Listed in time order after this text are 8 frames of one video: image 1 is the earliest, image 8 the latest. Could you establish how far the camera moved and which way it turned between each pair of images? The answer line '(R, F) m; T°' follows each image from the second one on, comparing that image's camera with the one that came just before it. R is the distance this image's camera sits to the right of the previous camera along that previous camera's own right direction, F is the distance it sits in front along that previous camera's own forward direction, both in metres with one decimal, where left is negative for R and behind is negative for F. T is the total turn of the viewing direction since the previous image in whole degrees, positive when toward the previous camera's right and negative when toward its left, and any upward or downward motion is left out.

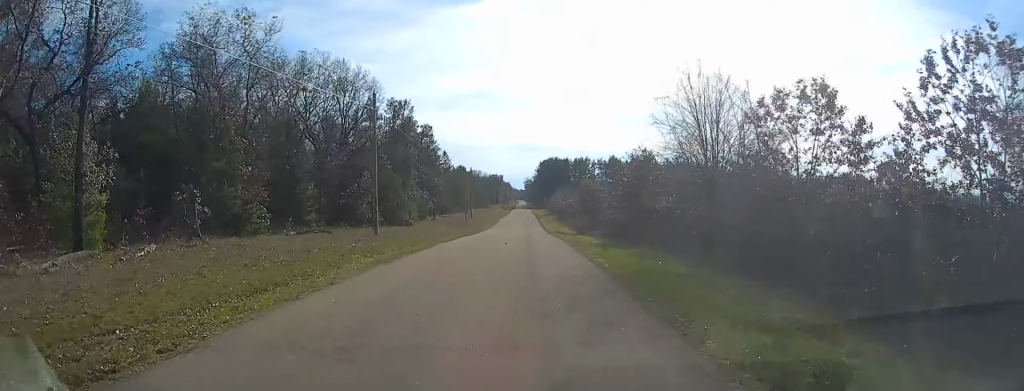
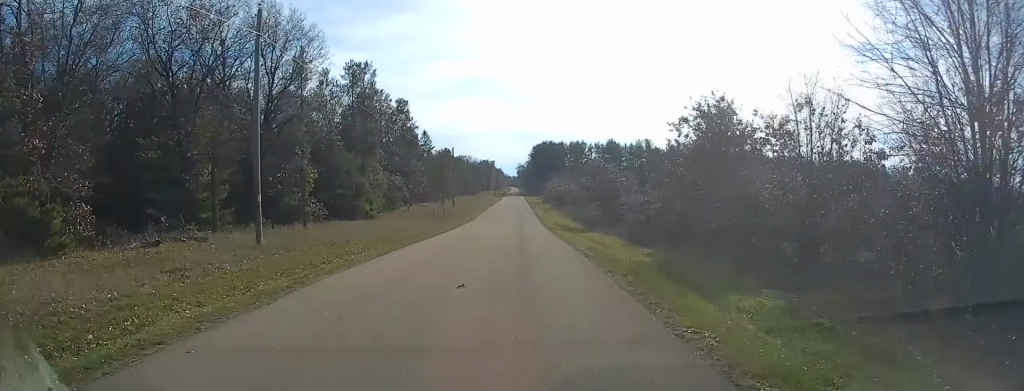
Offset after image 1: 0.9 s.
(0.0, +17.7) m; 0°
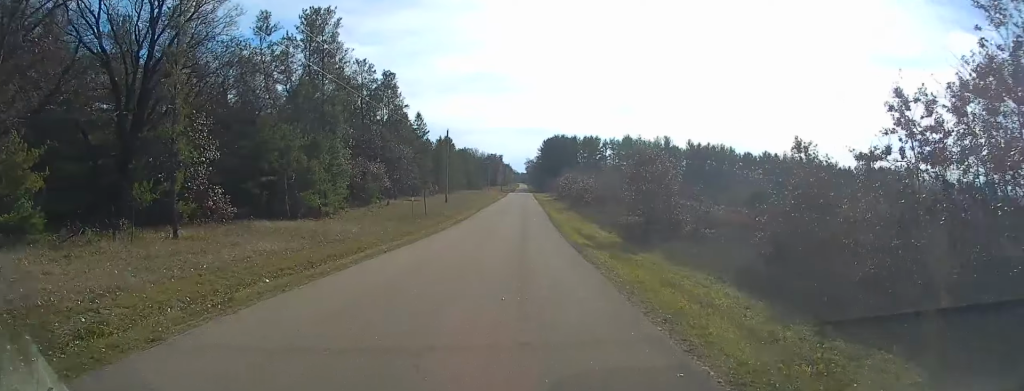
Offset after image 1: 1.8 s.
(+0.1, +18.3) m; 0°
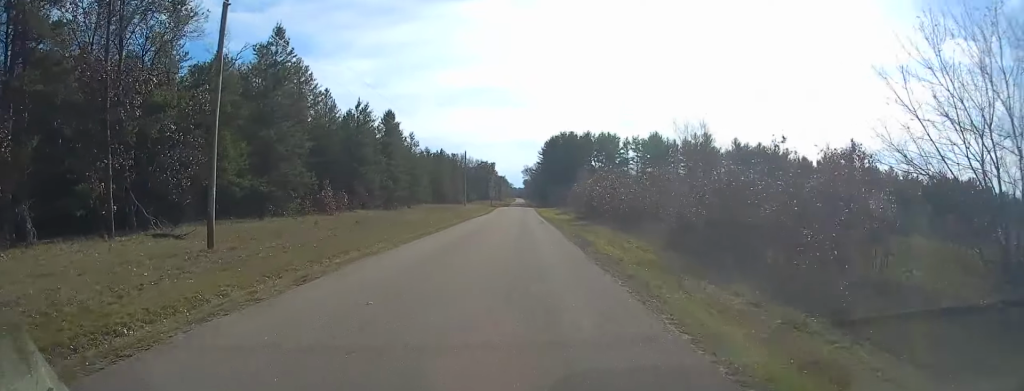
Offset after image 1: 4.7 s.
(-1.6, +59.3) m; -1°
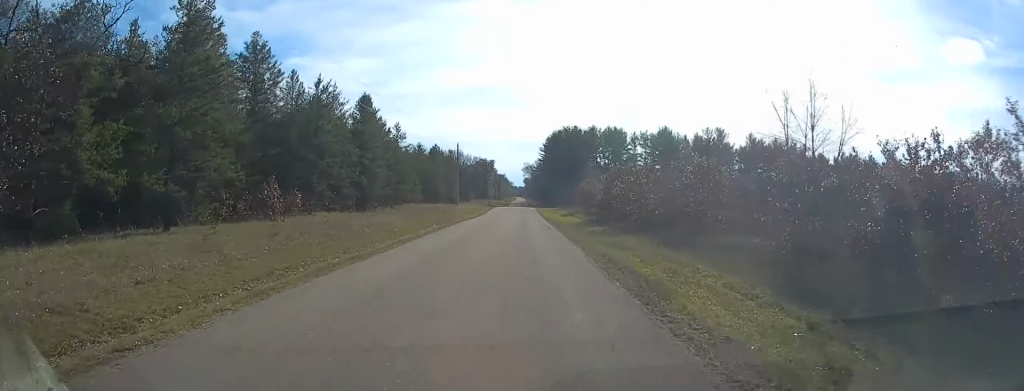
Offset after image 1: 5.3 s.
(+0.1, +12.6) m; +1°
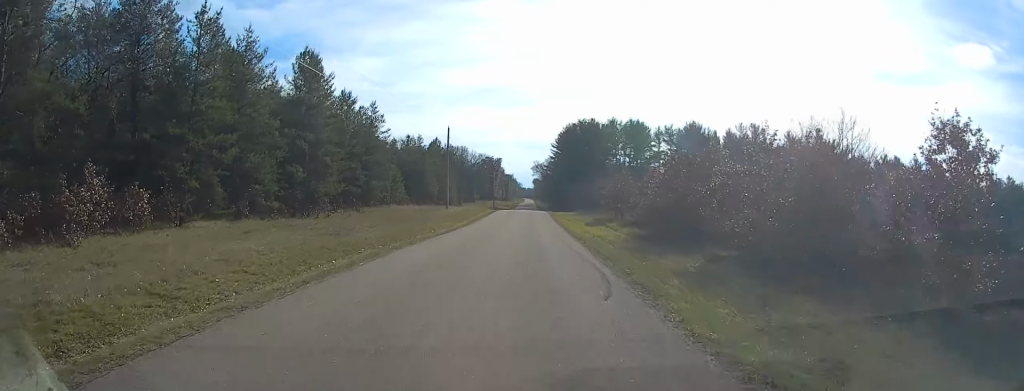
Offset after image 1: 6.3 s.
(0.0, +21.7) m; 0°
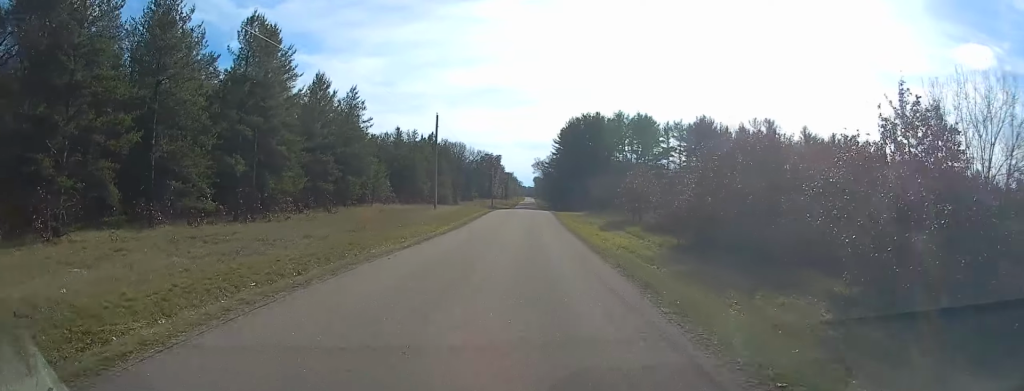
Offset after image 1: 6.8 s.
(0.0, +9.8) m; -1°
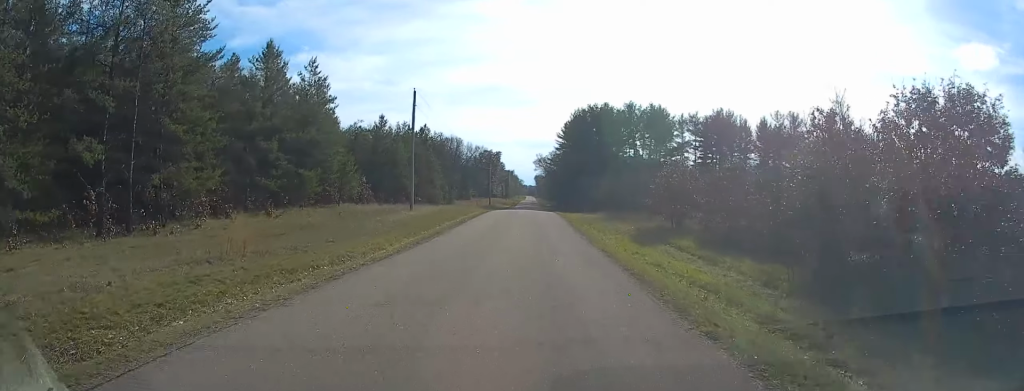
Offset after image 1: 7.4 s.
(-0.1, +13.4) m; -1°
